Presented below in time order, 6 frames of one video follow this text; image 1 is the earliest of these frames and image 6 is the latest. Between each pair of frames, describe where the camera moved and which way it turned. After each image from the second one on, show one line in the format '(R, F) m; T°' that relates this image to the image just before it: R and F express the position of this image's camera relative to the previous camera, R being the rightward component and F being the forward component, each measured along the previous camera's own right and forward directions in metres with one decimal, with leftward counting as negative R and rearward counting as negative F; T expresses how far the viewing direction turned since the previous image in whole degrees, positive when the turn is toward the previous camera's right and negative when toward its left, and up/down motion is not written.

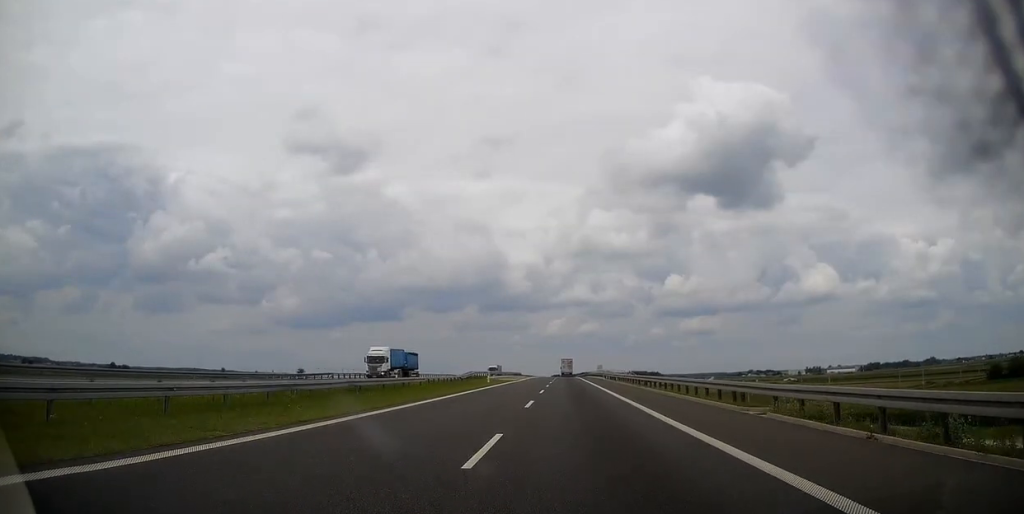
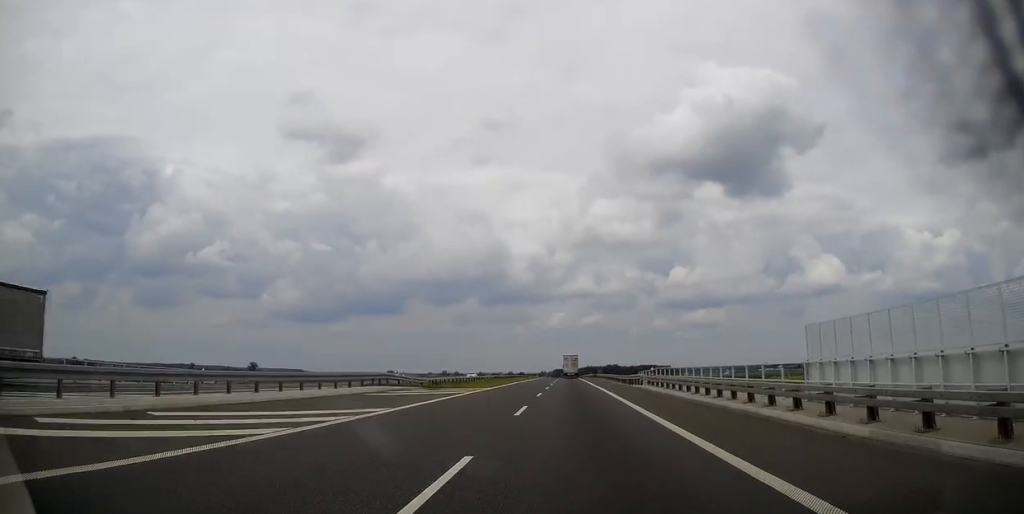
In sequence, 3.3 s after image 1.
(+0.1, +113.4) m; 0°
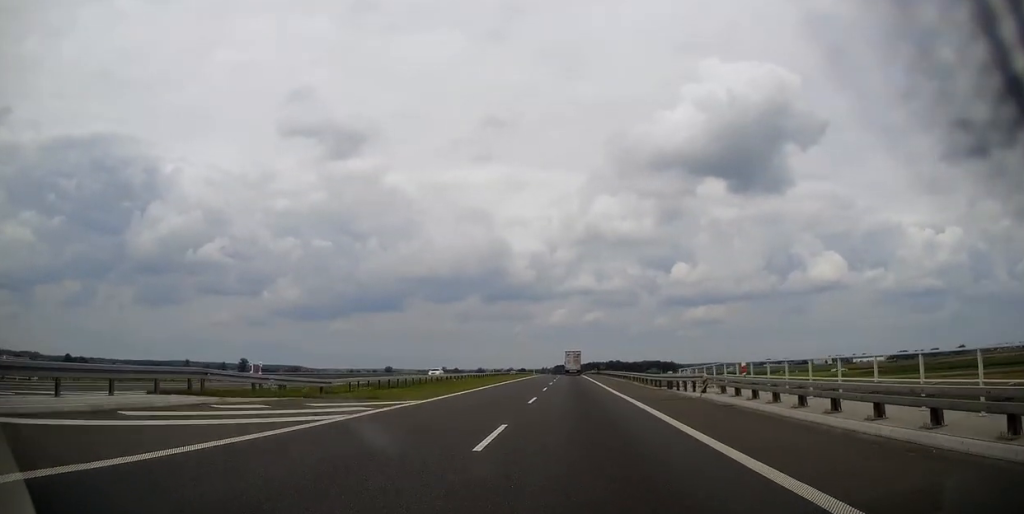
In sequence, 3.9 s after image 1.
(0.0, +20.3) m; 0°
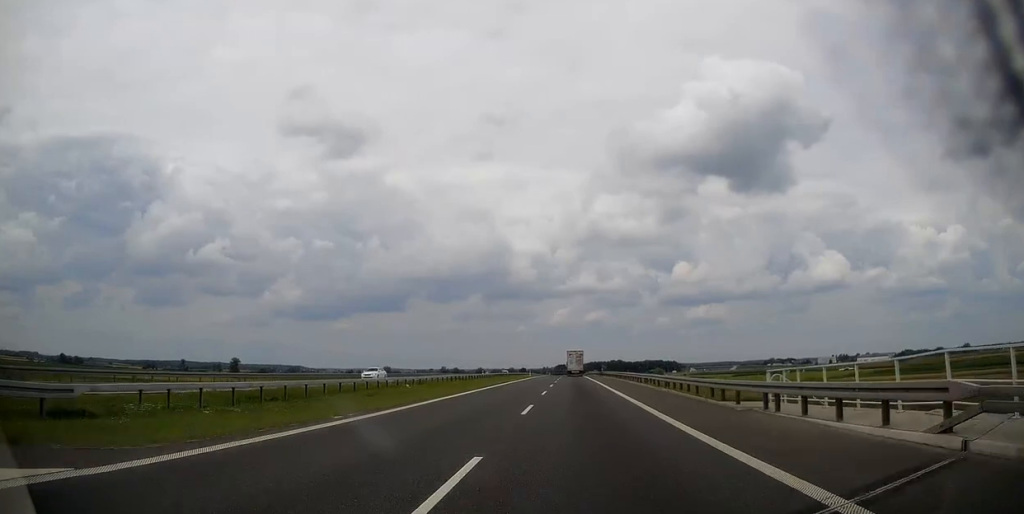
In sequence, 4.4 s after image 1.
(-0.1, +16.9) m; 0°
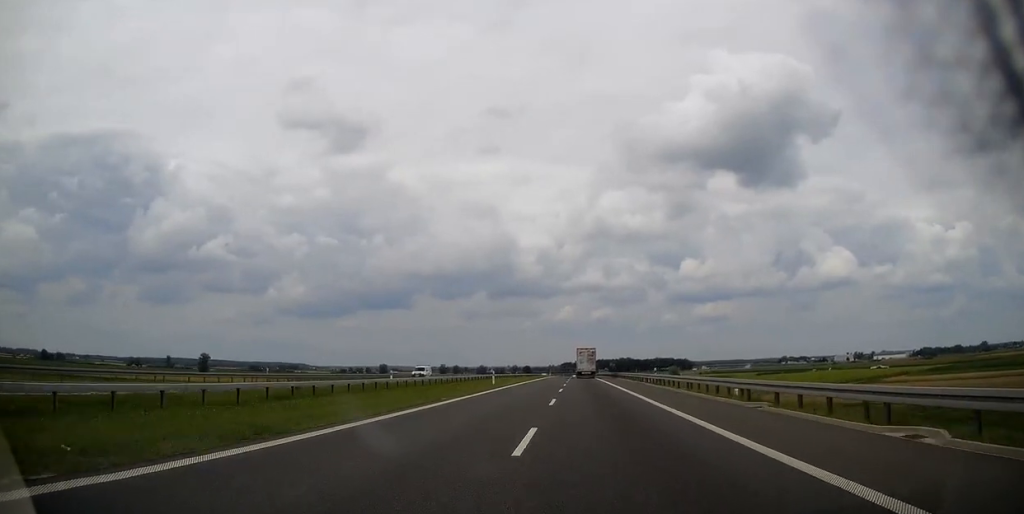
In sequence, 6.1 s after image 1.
(-0.2, +57.6) m; 0°
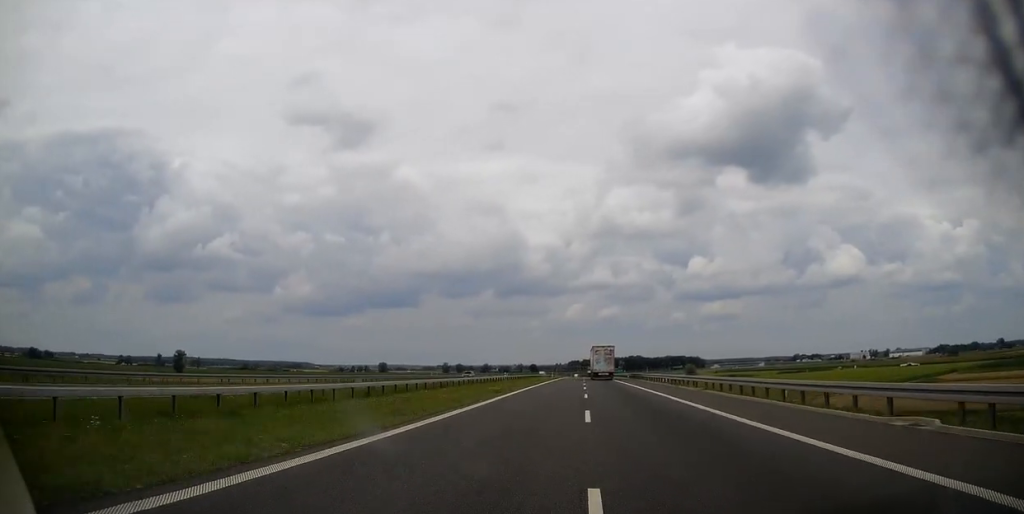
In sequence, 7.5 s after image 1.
(-0.1, +43.8) m; 0°
